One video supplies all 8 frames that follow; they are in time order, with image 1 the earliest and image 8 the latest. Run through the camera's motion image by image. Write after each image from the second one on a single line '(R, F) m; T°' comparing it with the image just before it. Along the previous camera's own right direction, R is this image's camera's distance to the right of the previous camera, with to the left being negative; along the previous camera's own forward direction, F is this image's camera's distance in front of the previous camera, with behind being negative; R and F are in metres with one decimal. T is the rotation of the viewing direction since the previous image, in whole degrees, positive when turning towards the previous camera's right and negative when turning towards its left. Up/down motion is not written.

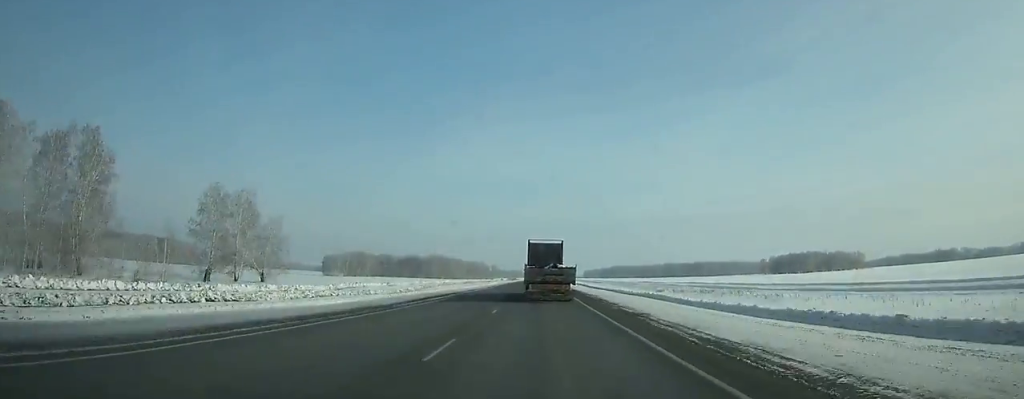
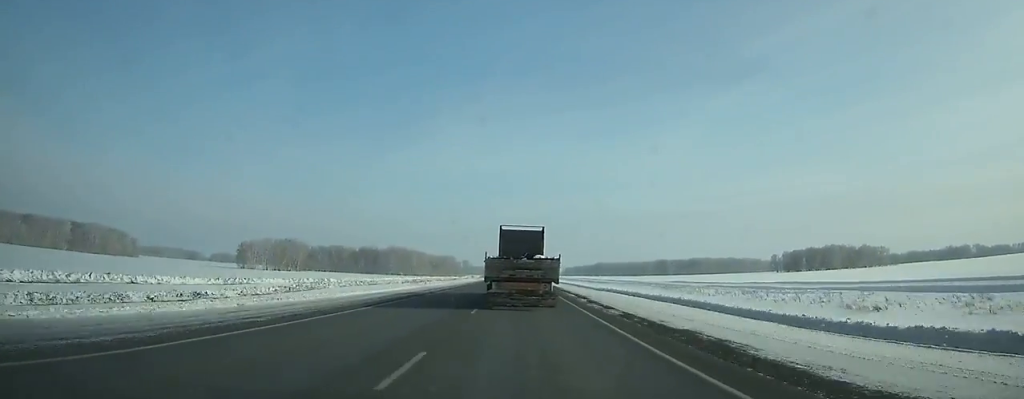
(+0.9, +82.6) m; 0°
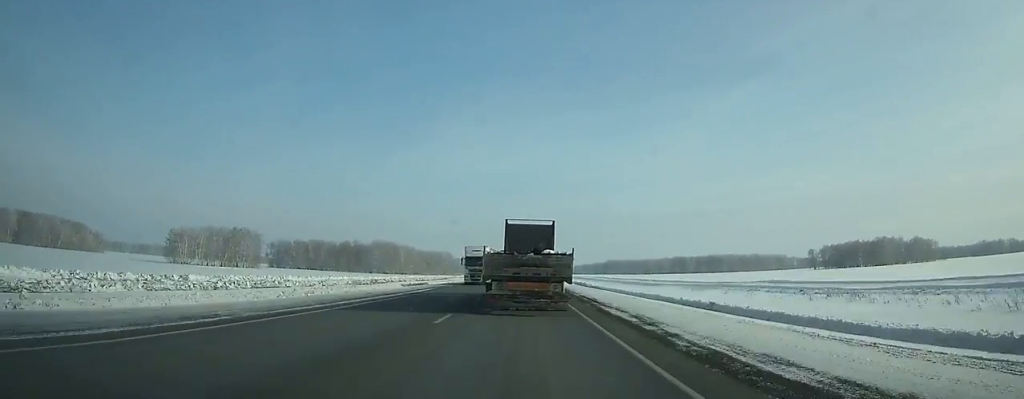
(-0.5, +65.2) m; -1°
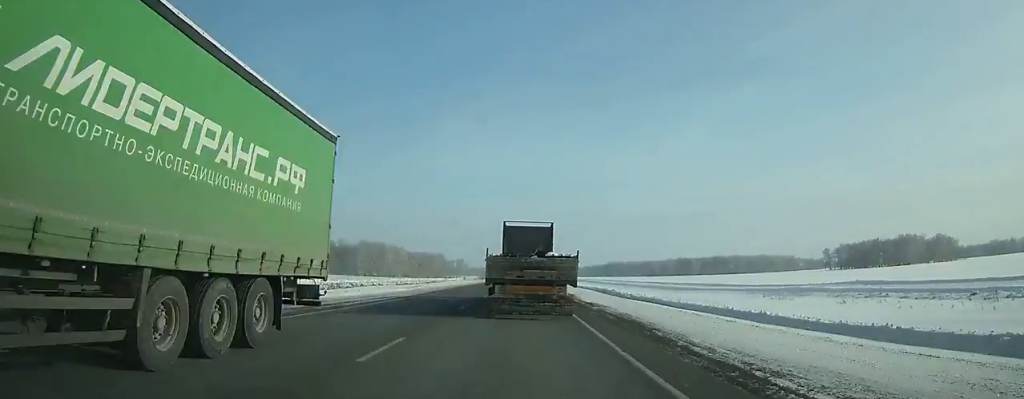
(-0.1, +31.9) m; -1°
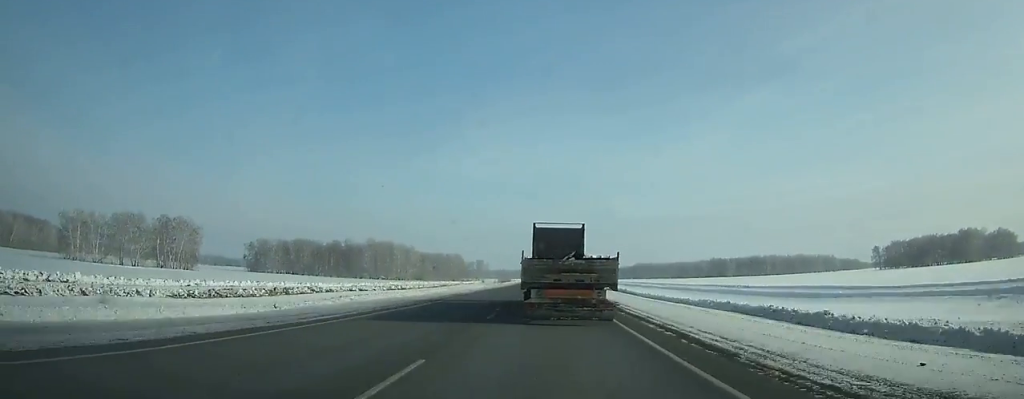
(-0.4, +42.1) m; 0°
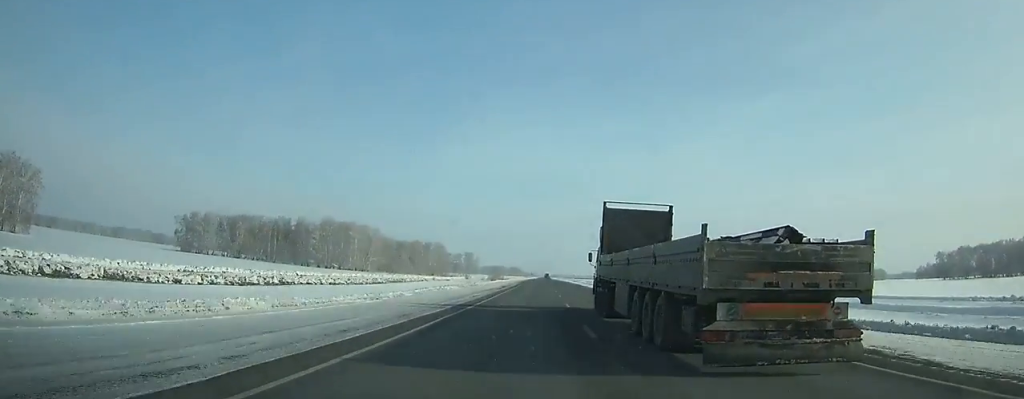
(+0.3, +81.3) m; +1°
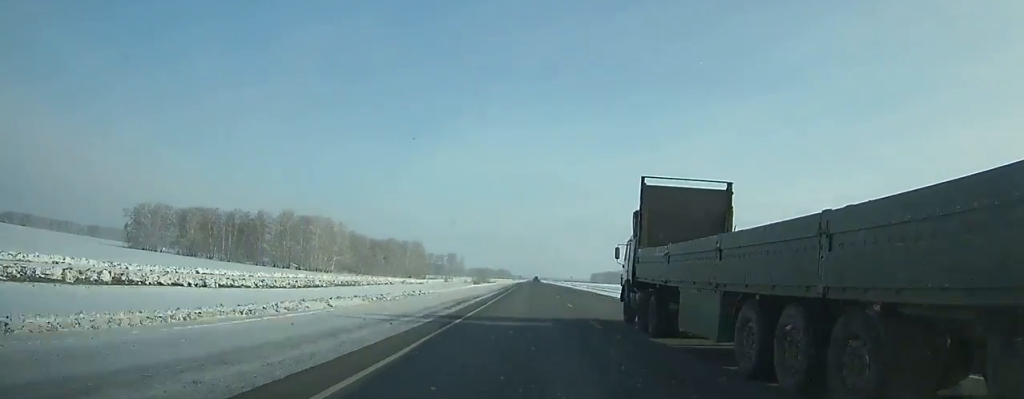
(+0.1, +33.8) m; 0°
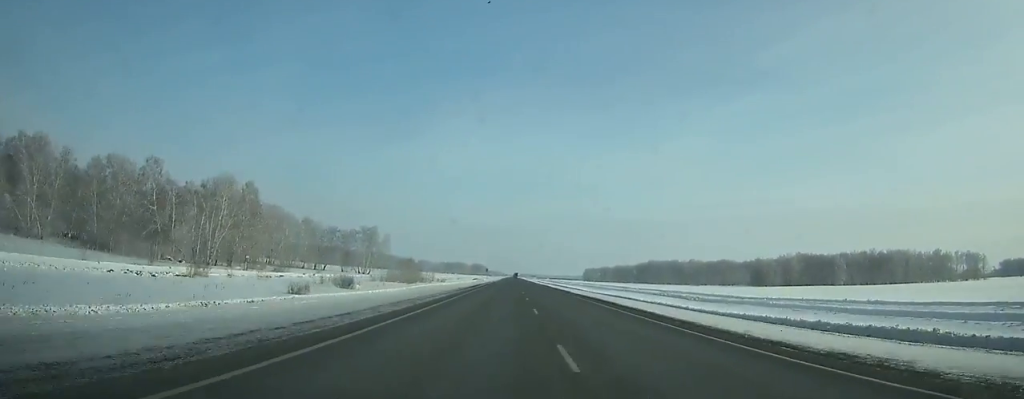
(+2.2, +166.2) m; +1°
